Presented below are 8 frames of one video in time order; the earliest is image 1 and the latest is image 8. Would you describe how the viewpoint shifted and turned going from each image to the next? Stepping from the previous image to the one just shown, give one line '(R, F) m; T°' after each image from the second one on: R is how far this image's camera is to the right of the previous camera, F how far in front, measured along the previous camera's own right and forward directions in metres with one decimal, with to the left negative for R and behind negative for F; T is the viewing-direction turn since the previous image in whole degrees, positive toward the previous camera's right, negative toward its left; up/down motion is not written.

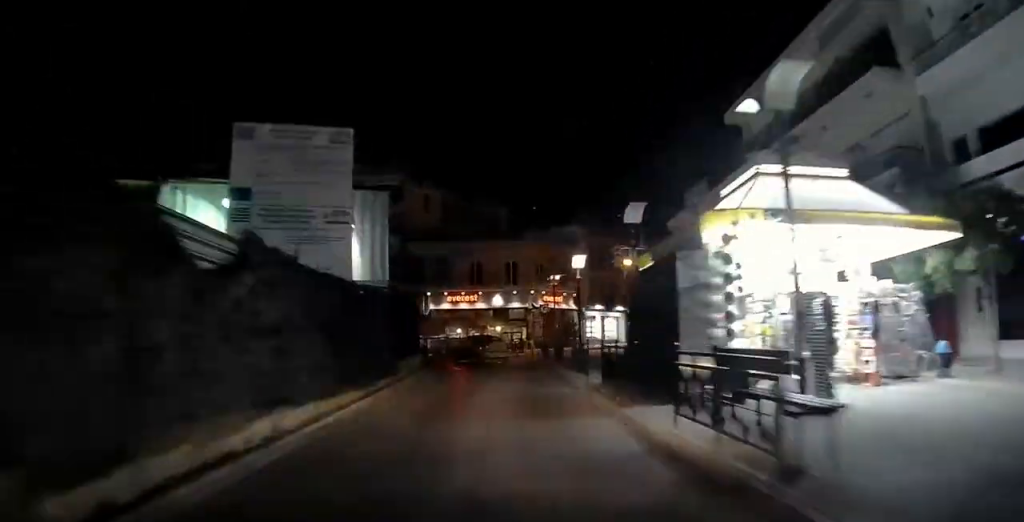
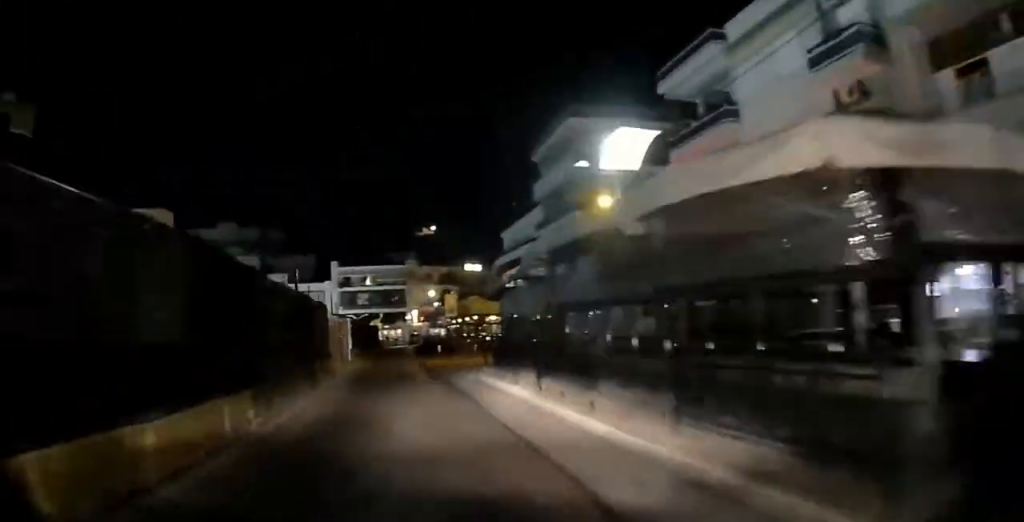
(-23.4, +38.6) m; -64°
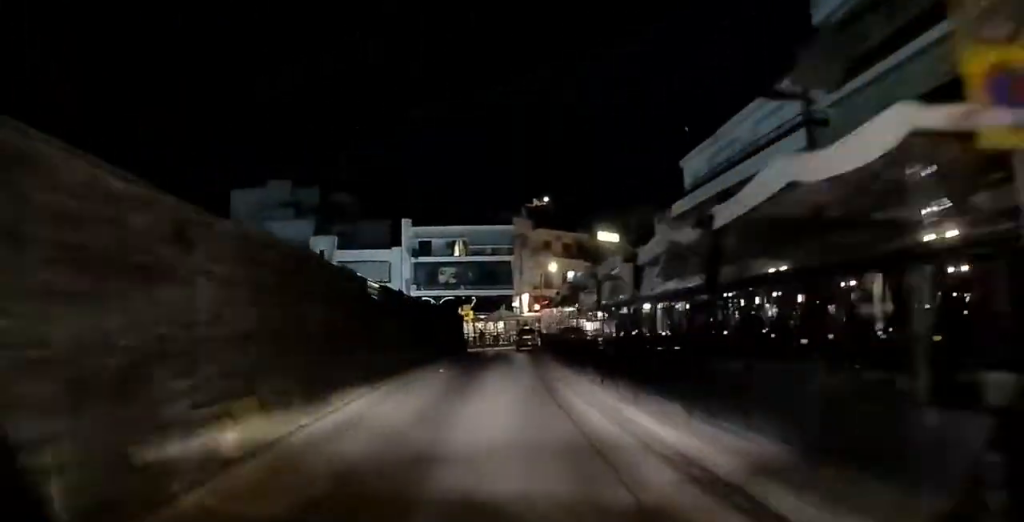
(-5.5, +28.9) m; -16°
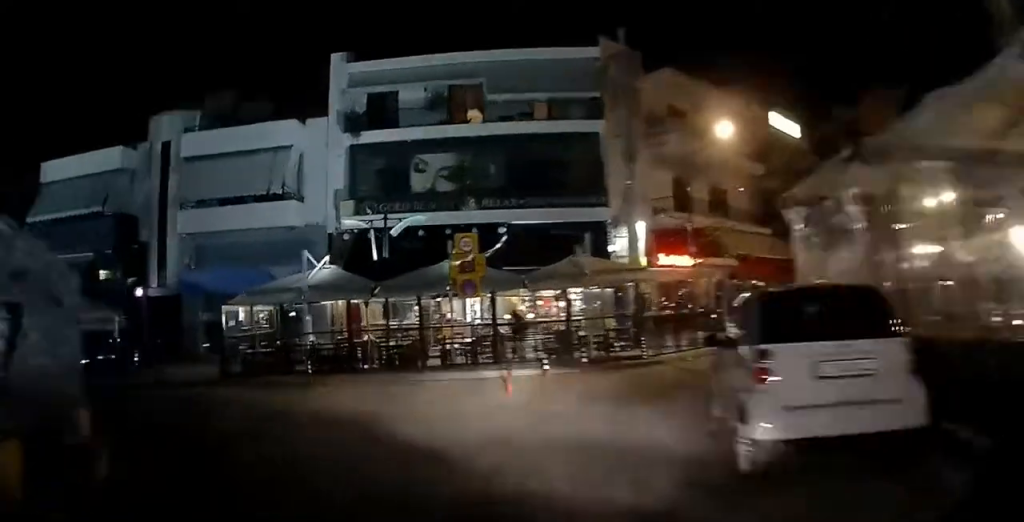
(-7.1, +34.2) m; -43°
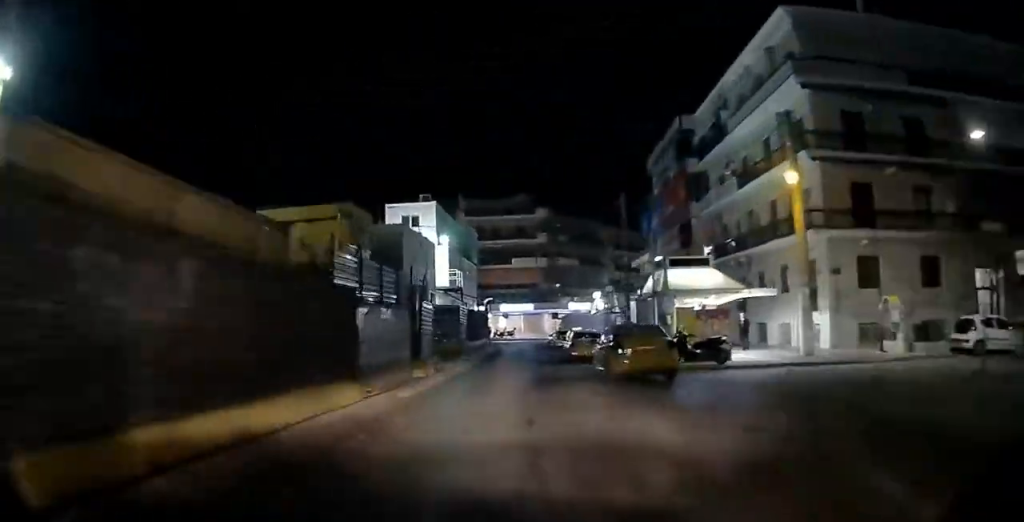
(-21.4, +34.2) m; -45°
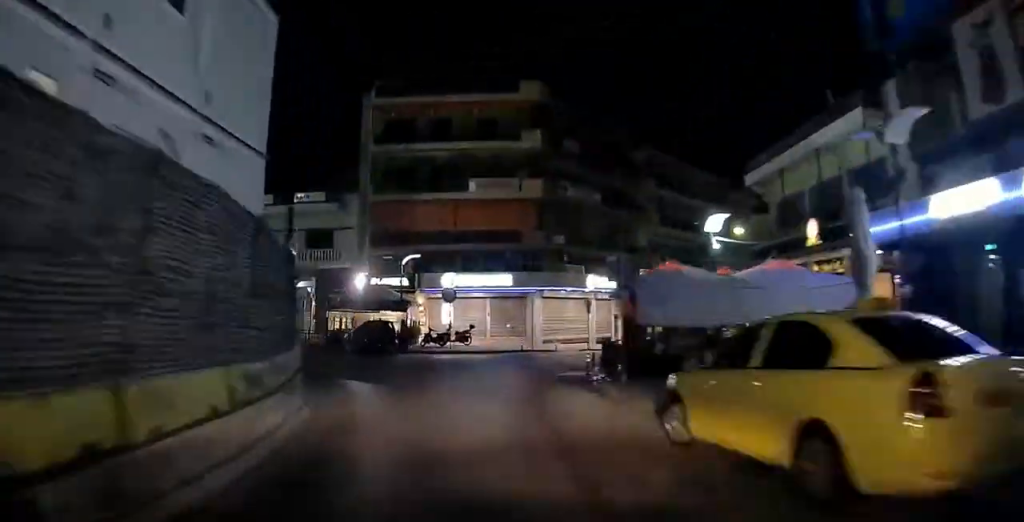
(-1.9, +31.8) m; -23°
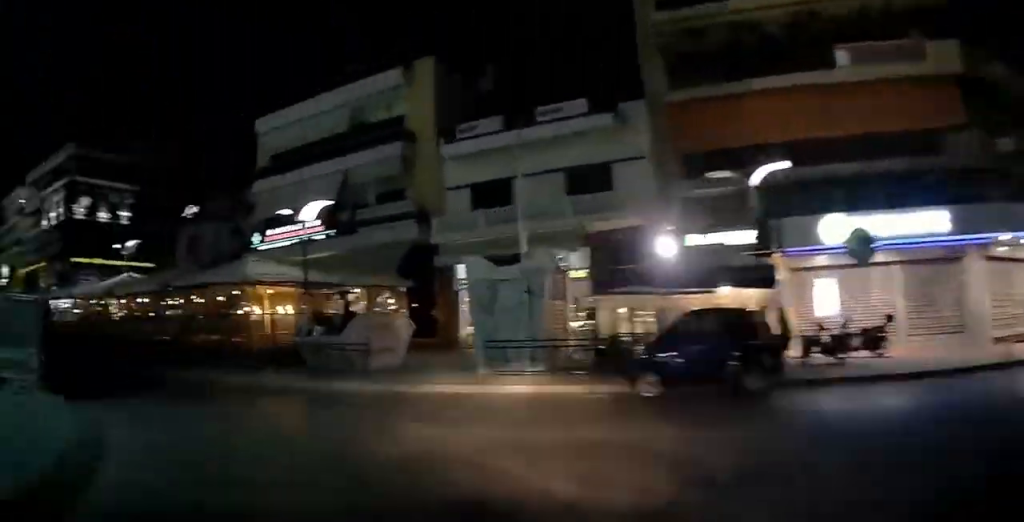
(-4.3, +16.2) m; -21°
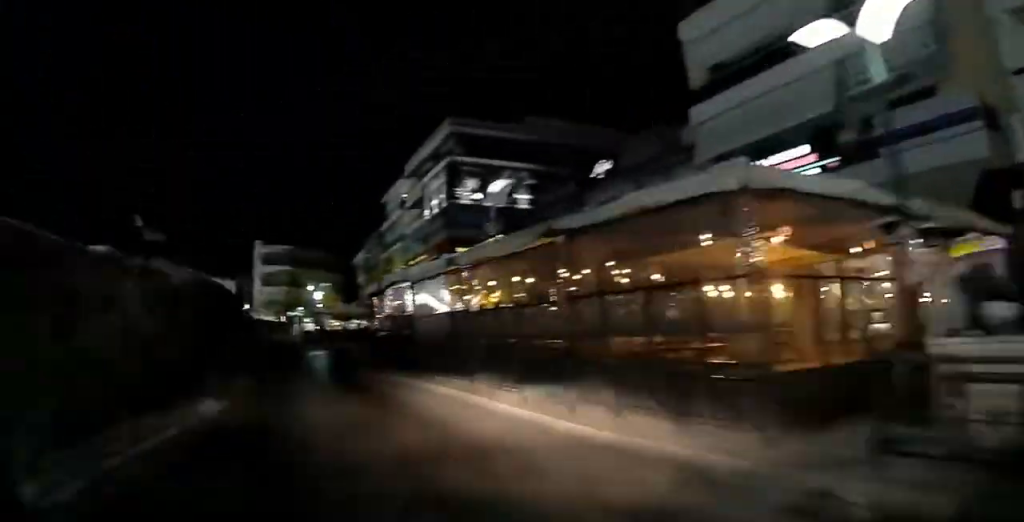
(-1.2, +11.1) m; -4°
